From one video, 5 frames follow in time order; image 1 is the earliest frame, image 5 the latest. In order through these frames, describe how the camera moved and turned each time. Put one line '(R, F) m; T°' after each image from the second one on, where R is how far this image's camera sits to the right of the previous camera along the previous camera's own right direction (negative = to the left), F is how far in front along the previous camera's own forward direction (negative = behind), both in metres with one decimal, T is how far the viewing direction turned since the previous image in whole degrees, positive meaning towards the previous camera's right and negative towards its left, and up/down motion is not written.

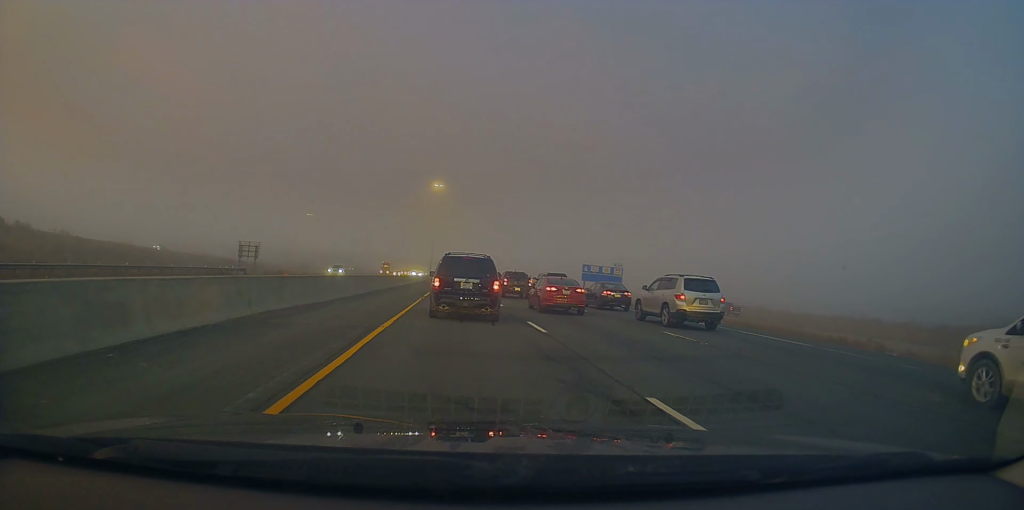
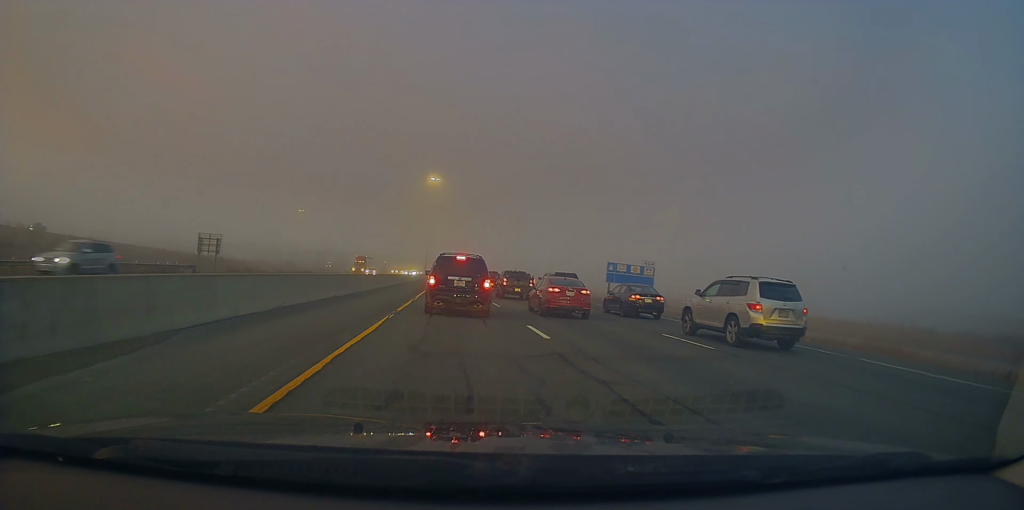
(+0.1, +12.1) m; -2°
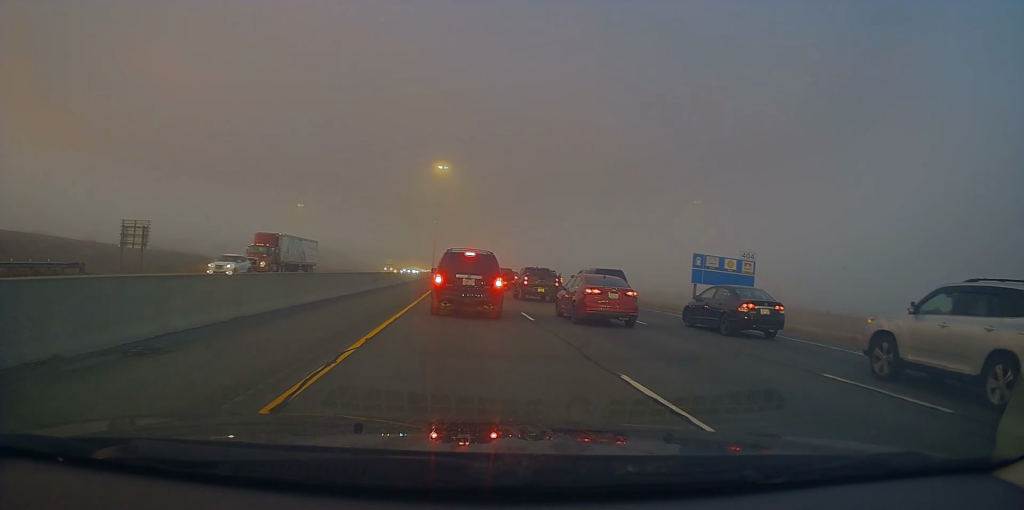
(-0.6, +19.2) m; -2°
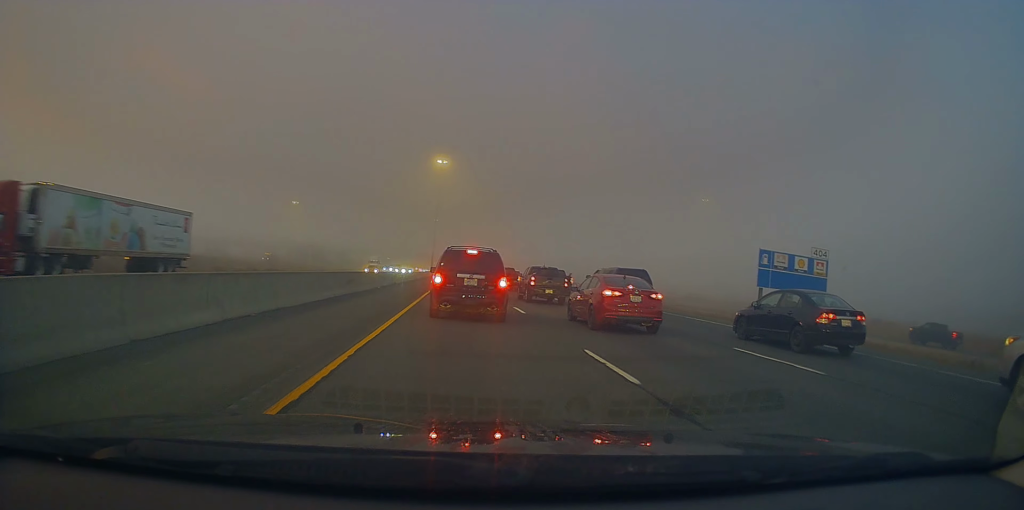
(+0.1, +8.8) m; 0°
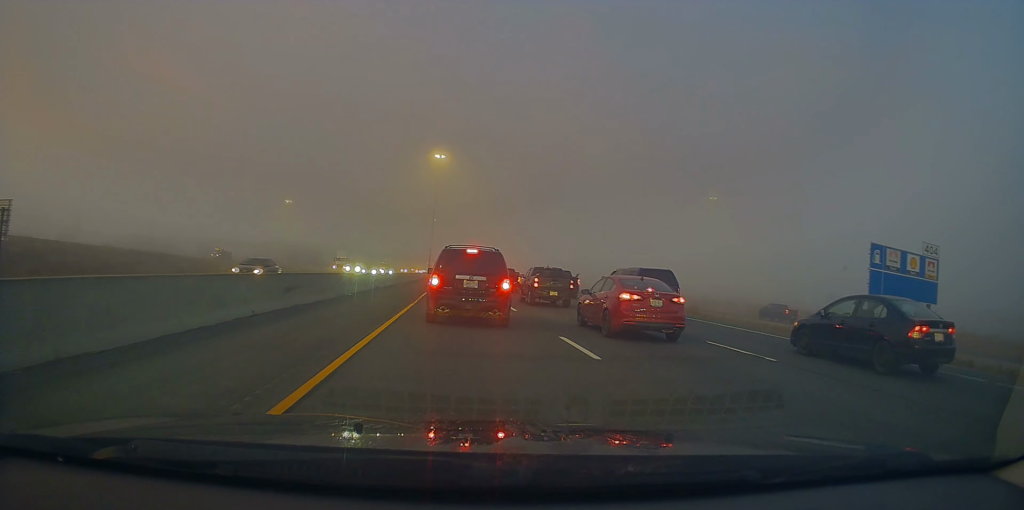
(0.0, +9.7) m; +1°
